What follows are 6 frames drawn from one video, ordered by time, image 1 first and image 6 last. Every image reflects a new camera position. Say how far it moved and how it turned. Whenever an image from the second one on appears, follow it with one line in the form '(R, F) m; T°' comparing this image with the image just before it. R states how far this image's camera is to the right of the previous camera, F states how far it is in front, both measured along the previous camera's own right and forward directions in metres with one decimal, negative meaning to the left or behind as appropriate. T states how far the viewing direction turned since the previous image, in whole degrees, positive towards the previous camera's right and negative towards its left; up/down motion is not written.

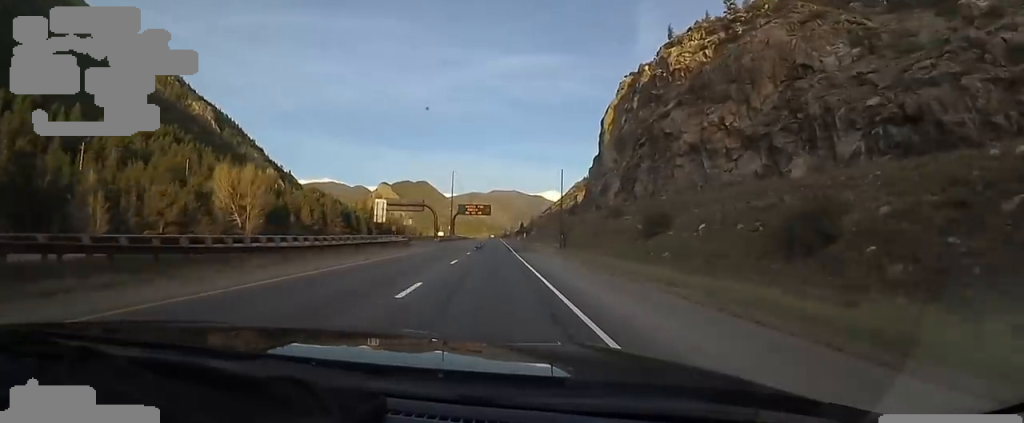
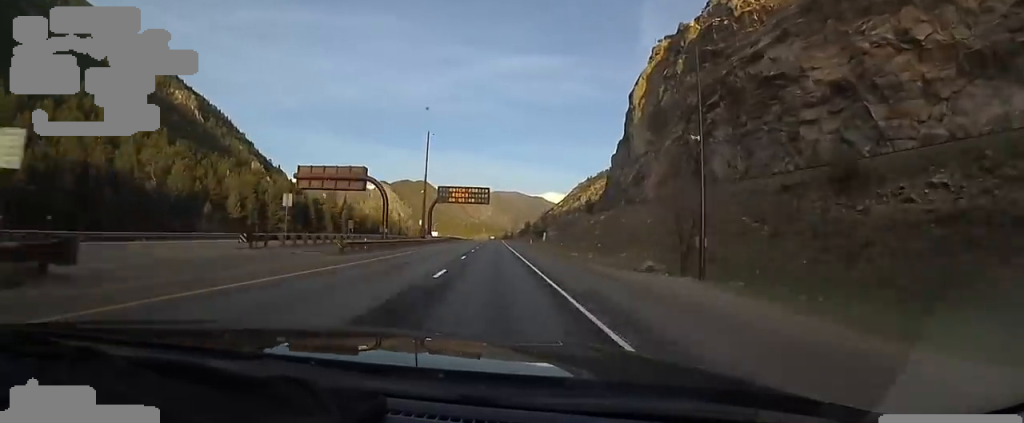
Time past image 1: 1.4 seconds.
(-0.6, +42.3) m; +2°
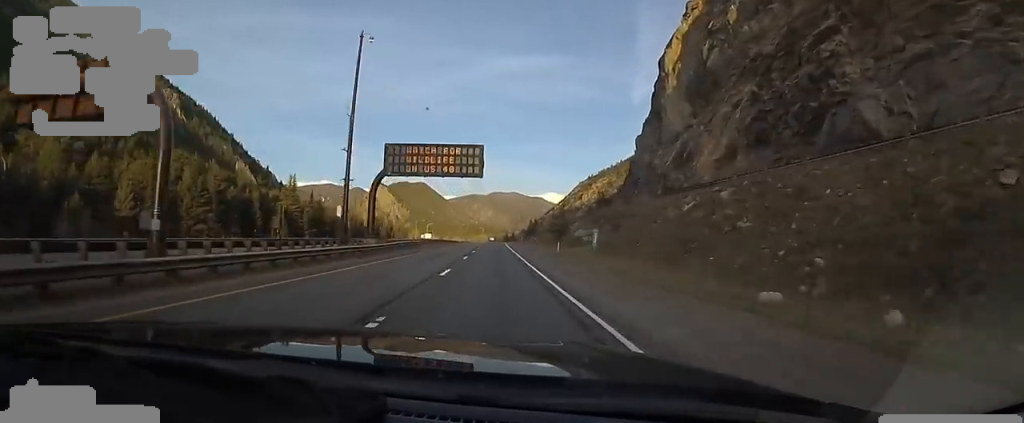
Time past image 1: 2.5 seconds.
(+0.9, +34.1) m; 0°
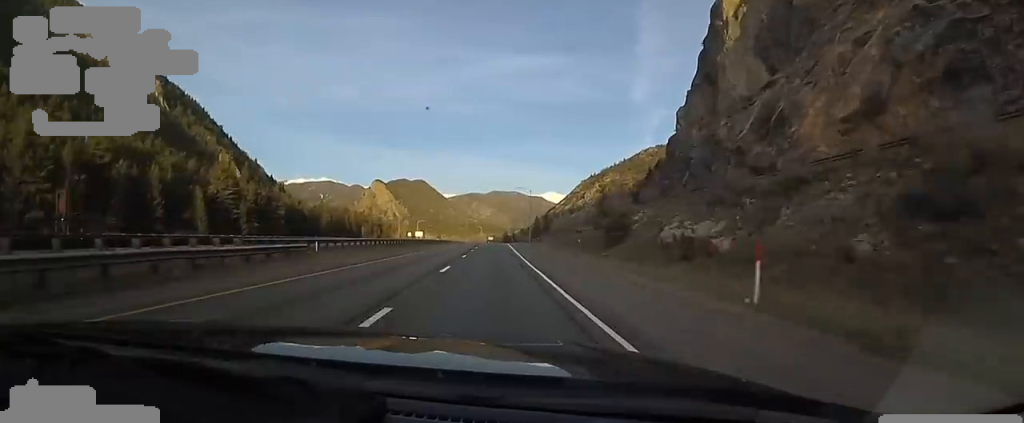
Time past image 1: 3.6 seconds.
(-1.4, +35.0) m; -1°
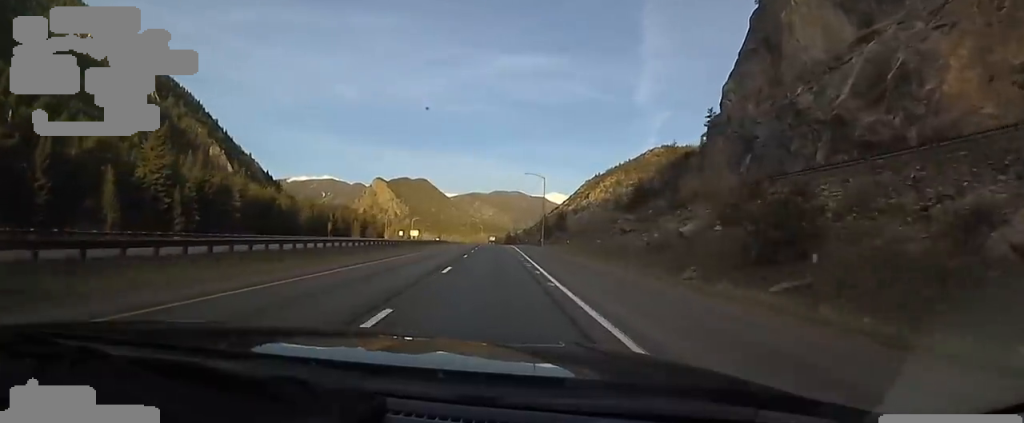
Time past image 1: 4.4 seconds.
(+0.5, +23.8) m; 0°
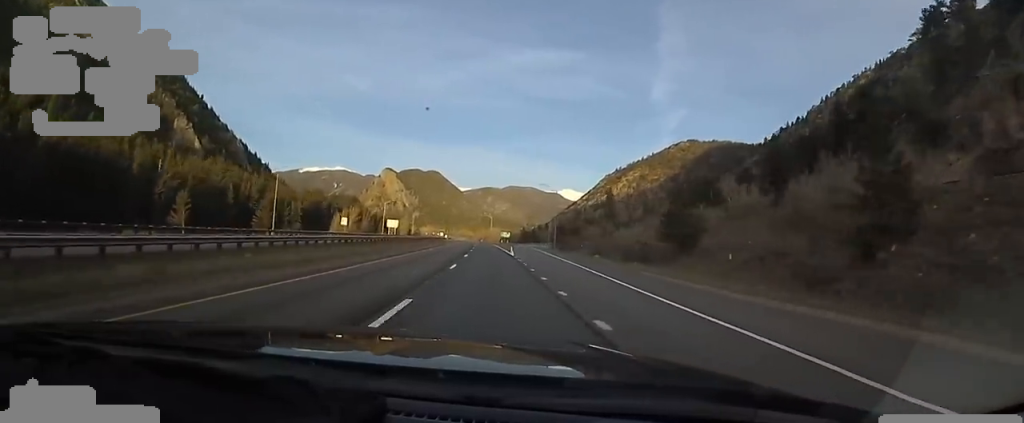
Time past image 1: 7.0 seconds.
(+0.2, +82.9) m; -1°
